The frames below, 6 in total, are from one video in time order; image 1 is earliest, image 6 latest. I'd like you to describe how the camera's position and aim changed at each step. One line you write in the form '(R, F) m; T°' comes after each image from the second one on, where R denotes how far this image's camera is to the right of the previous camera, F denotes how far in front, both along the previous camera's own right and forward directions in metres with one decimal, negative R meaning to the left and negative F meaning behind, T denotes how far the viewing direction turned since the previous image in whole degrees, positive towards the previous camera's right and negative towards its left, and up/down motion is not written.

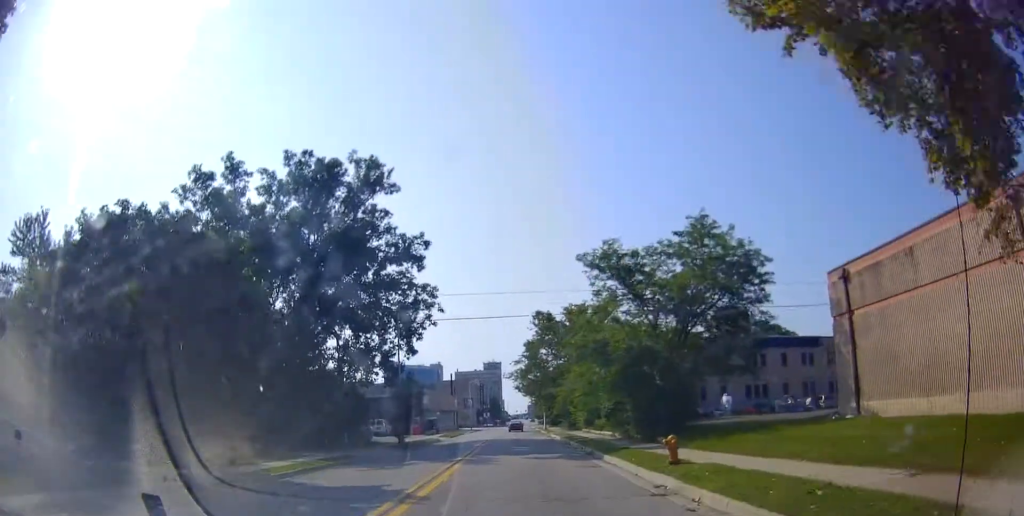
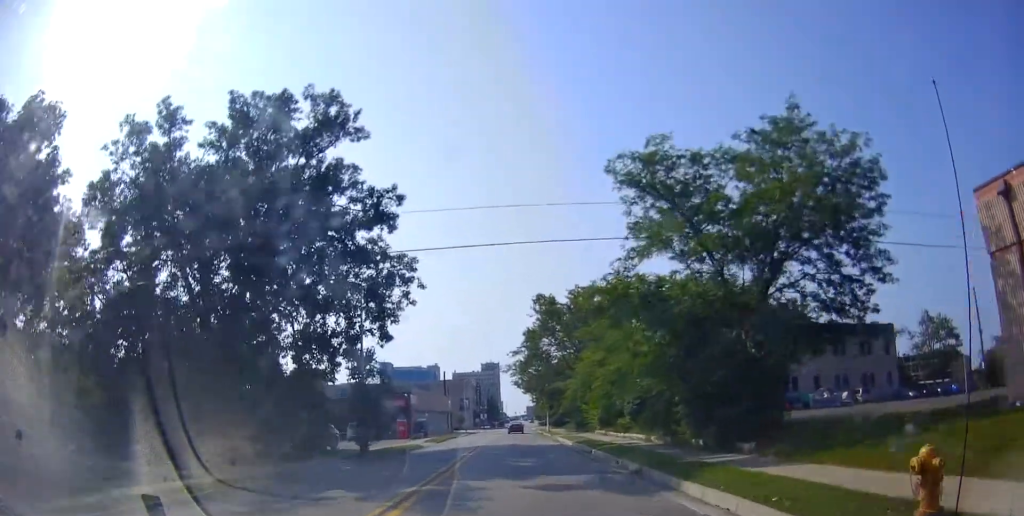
(0.0, +8.7) m; 0°
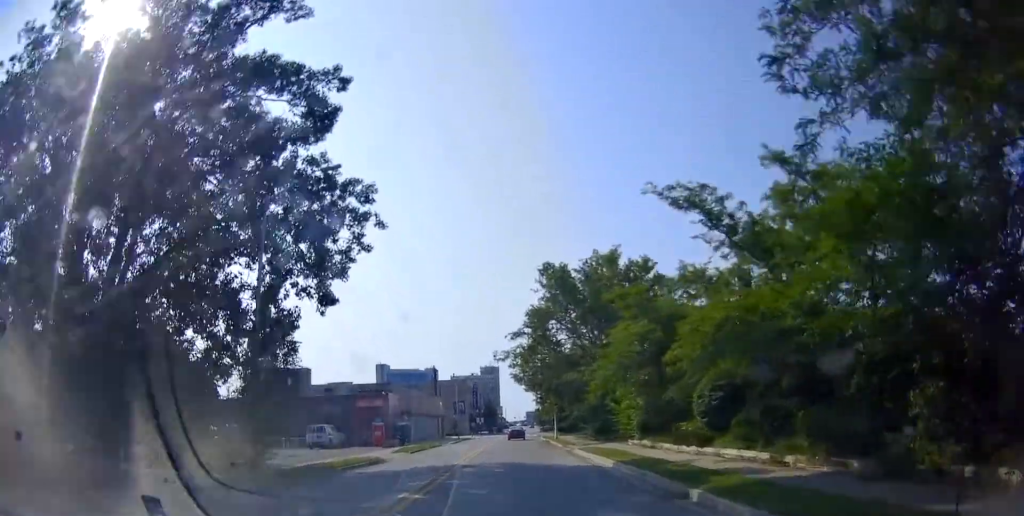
(0.0, +12.5) m; -1°
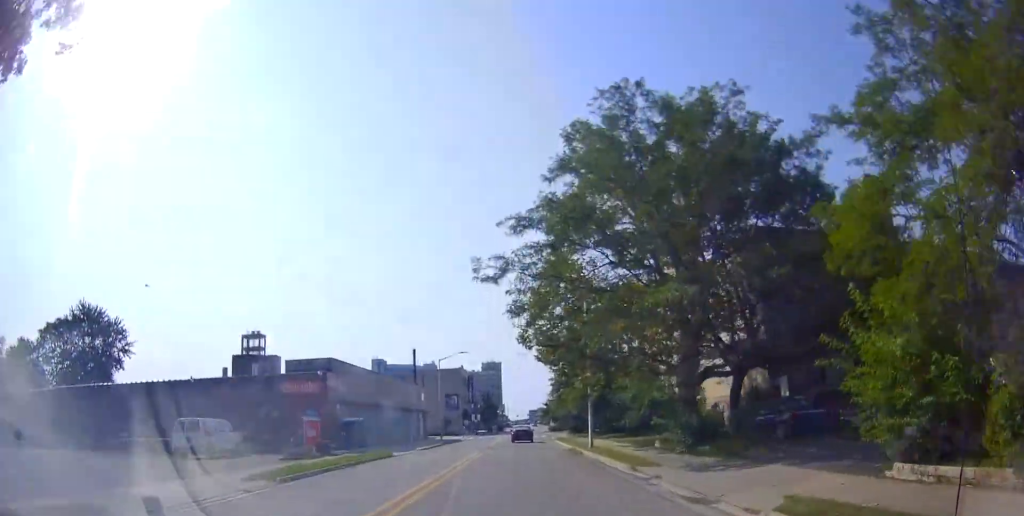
(0.0, +22.0) m; -2°
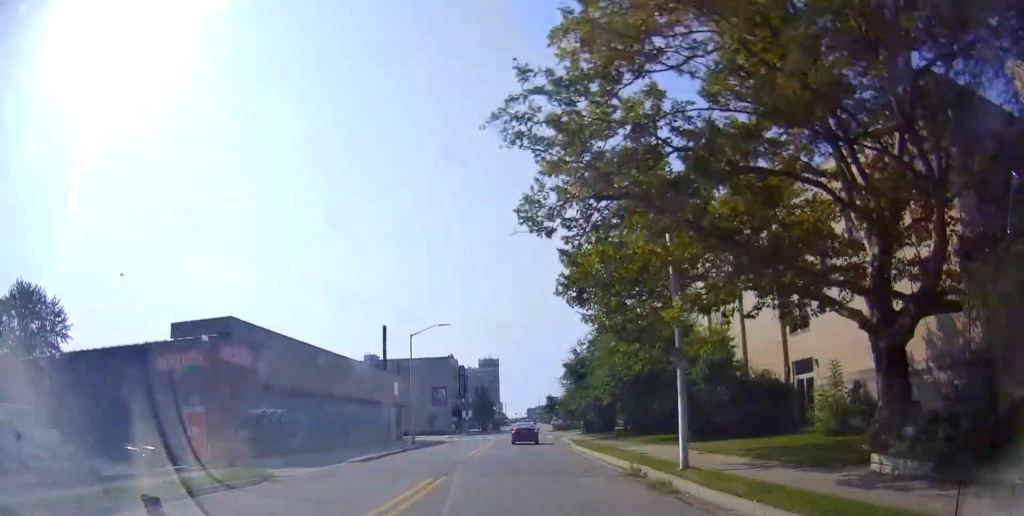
(-0.2, +16.4) m; +2°
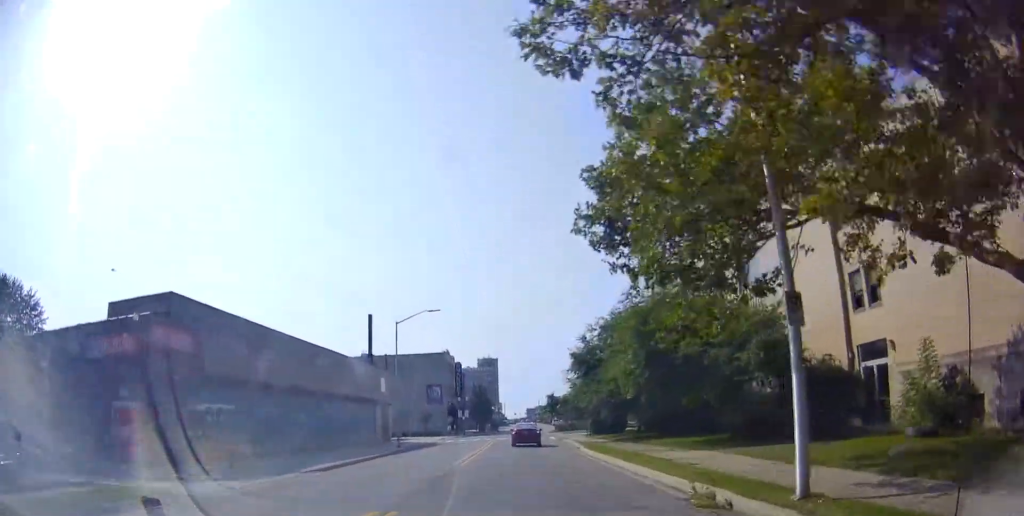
(+0.3, +5.9) m; +1°
